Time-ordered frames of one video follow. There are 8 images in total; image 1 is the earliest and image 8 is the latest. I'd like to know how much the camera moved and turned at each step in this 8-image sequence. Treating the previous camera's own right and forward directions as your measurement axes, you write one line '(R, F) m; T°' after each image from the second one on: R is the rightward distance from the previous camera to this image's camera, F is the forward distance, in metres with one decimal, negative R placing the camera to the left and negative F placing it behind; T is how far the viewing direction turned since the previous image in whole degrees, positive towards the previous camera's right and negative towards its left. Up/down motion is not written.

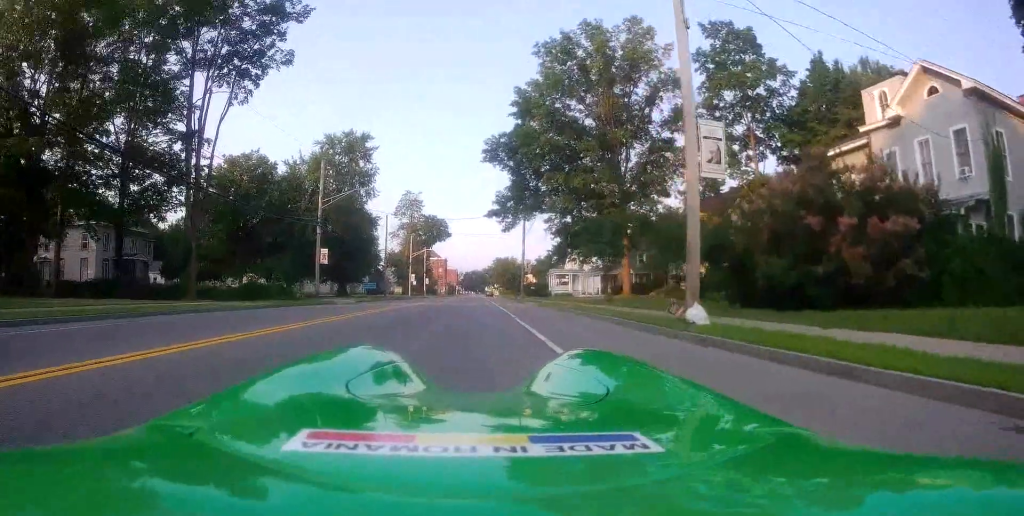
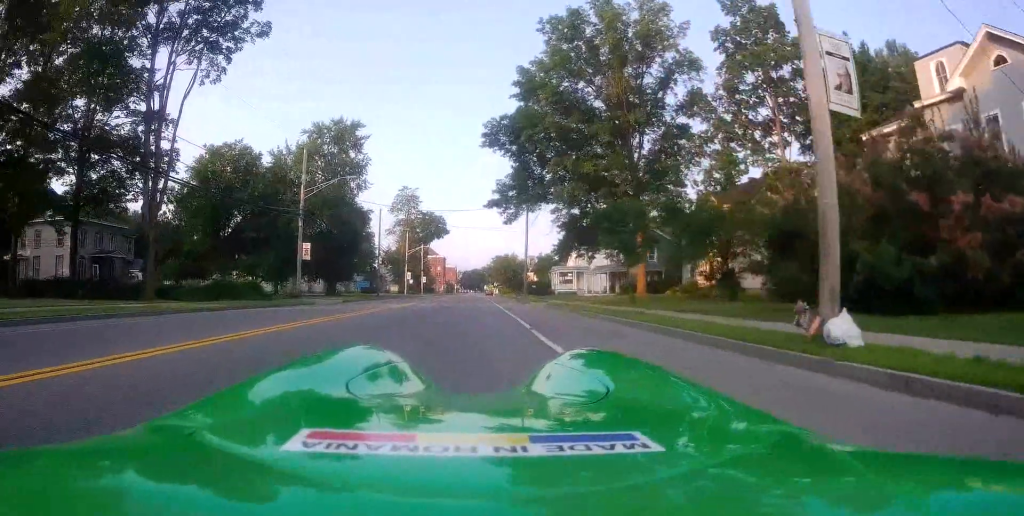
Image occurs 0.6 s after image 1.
(-0.1, +4.9) m; 0°
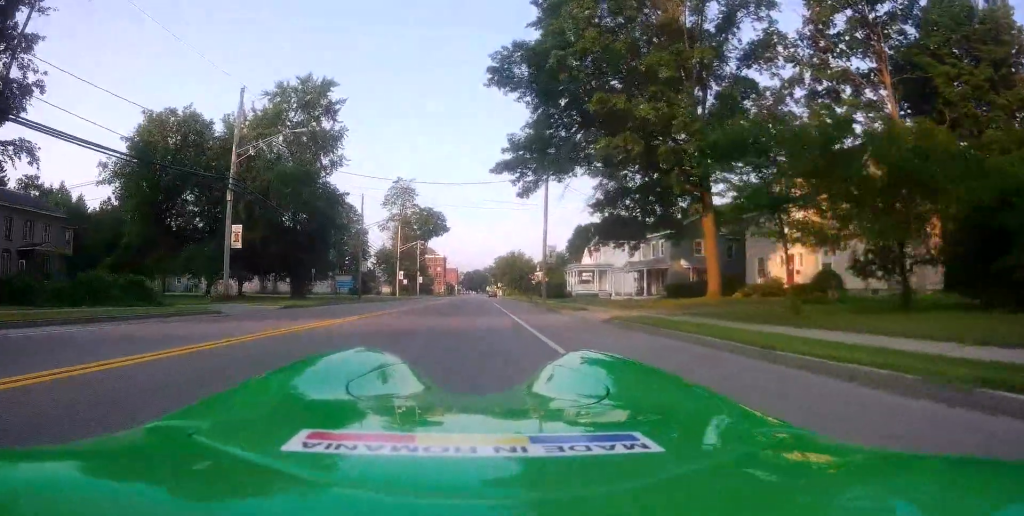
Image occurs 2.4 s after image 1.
(+0.6, +13.8) m; +3°
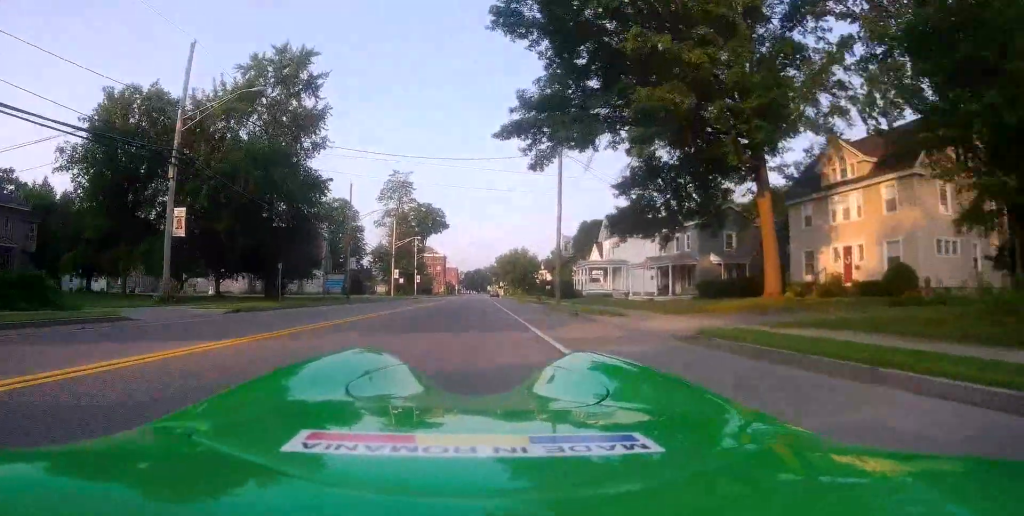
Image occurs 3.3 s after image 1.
(-0.2, +6.7) m; -2°
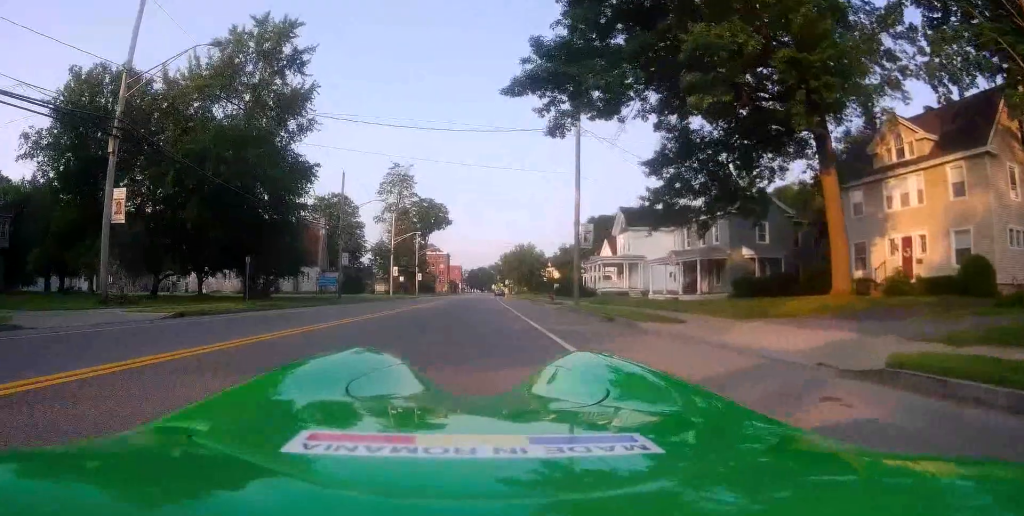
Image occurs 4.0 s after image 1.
(0.0, +5.1) m; 0°
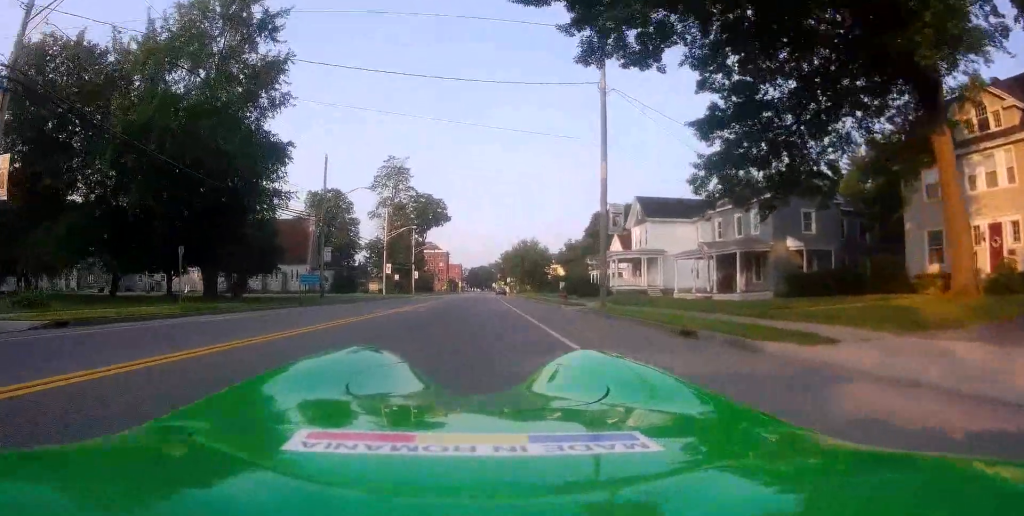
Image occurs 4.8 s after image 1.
(0.0, +6.4) m; 0°
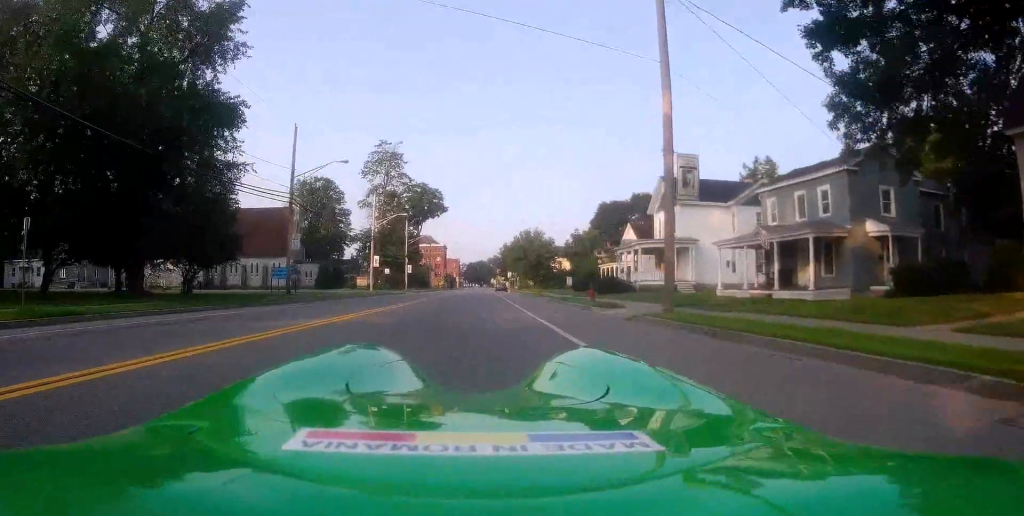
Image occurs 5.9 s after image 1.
(+0.1, +8.4) m; 0°
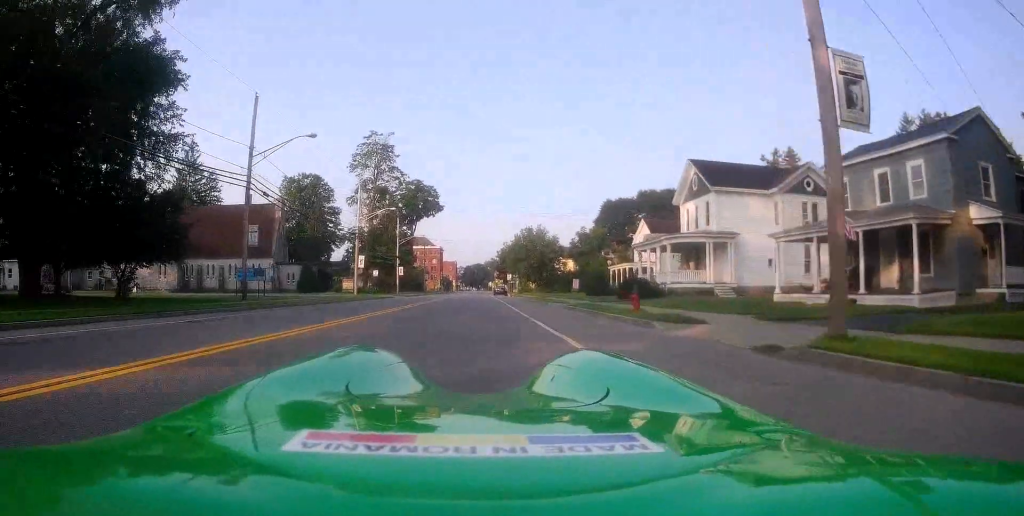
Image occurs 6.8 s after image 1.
(0.0, +7.5) m; +1°
